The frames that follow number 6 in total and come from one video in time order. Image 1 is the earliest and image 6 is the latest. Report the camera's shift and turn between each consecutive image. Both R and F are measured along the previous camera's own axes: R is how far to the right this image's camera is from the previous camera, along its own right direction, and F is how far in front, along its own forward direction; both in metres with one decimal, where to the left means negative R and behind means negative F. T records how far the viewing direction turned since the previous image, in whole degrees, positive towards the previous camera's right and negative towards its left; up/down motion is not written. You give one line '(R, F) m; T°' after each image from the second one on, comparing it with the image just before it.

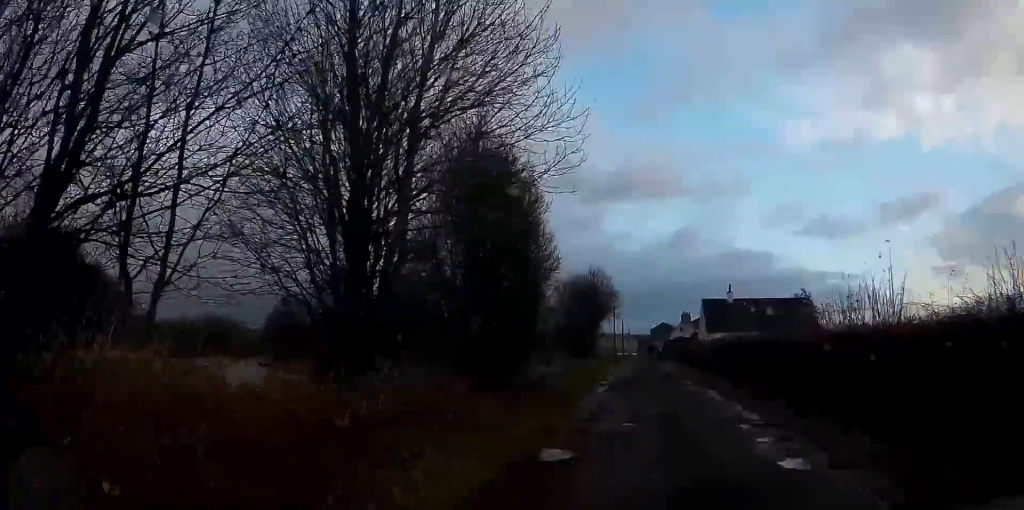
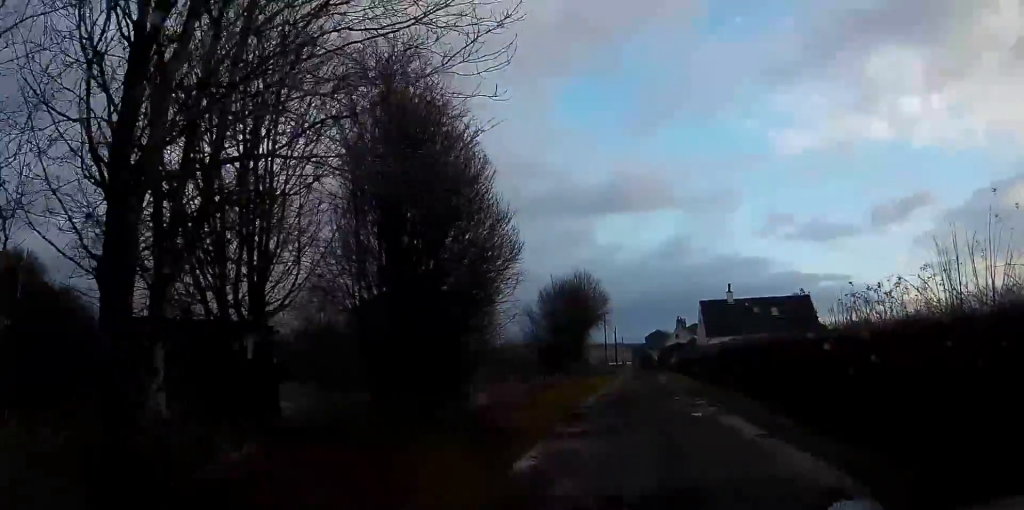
(0.0, +6.9) m; +2°
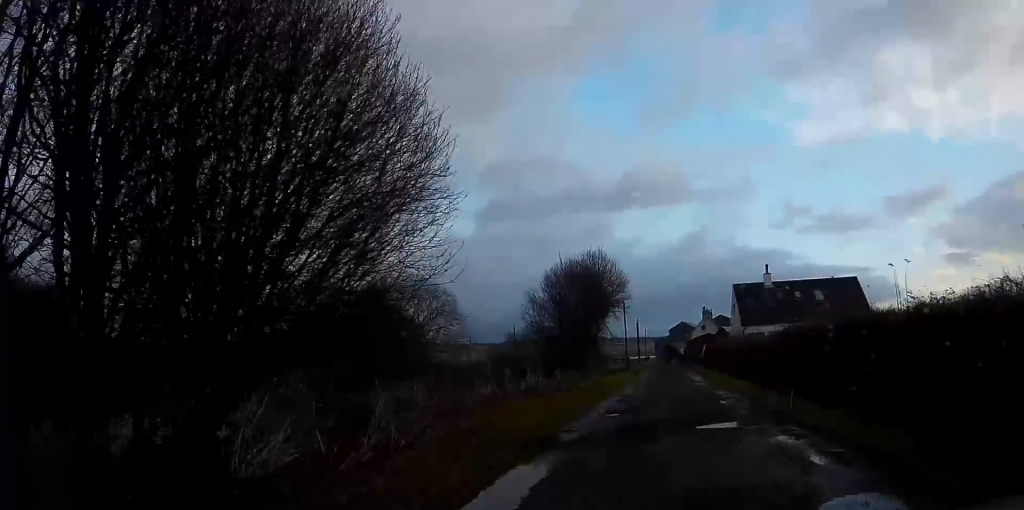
(+0.1, +10.9) m; -4°
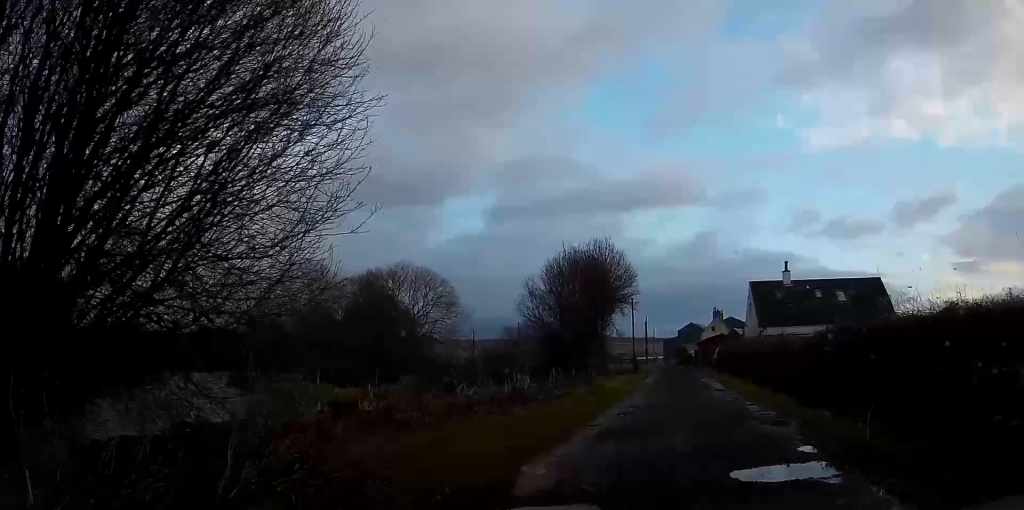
(-0.3, +5.1) m; -4°
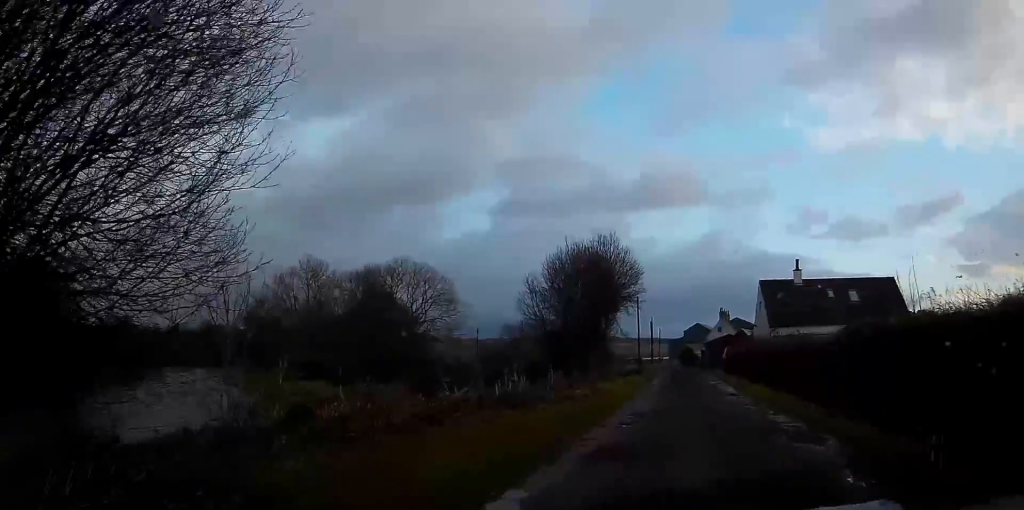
(0.0, +2.5) m; +1°
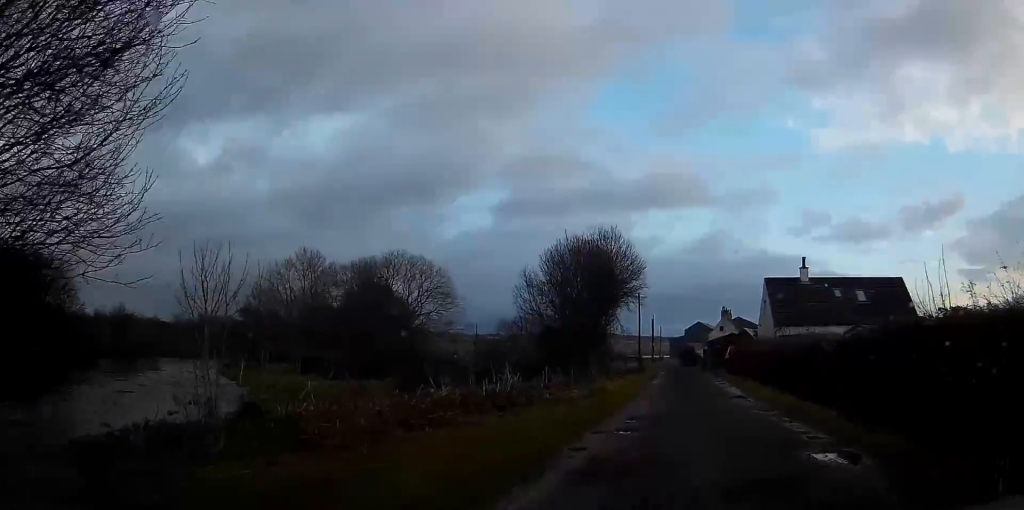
(0.0, +1.9) m; +2°
